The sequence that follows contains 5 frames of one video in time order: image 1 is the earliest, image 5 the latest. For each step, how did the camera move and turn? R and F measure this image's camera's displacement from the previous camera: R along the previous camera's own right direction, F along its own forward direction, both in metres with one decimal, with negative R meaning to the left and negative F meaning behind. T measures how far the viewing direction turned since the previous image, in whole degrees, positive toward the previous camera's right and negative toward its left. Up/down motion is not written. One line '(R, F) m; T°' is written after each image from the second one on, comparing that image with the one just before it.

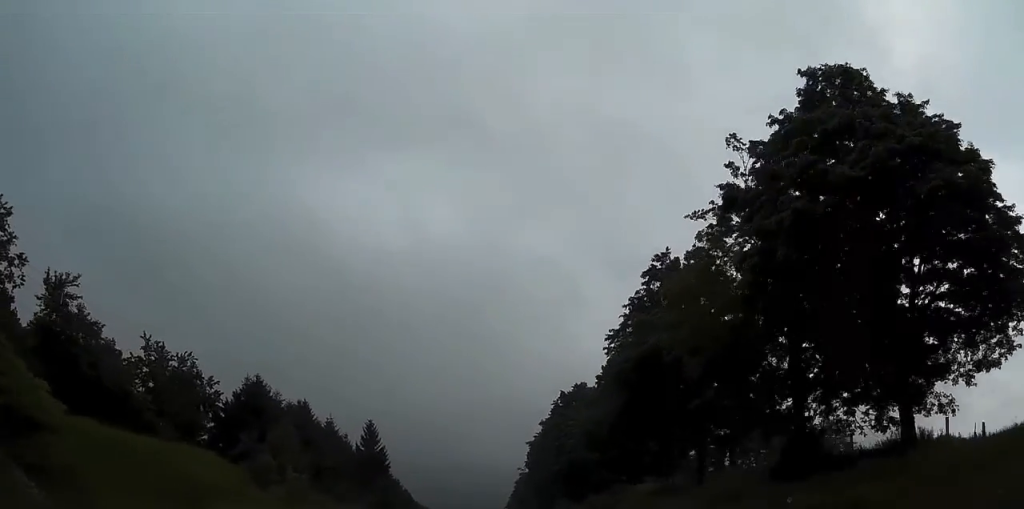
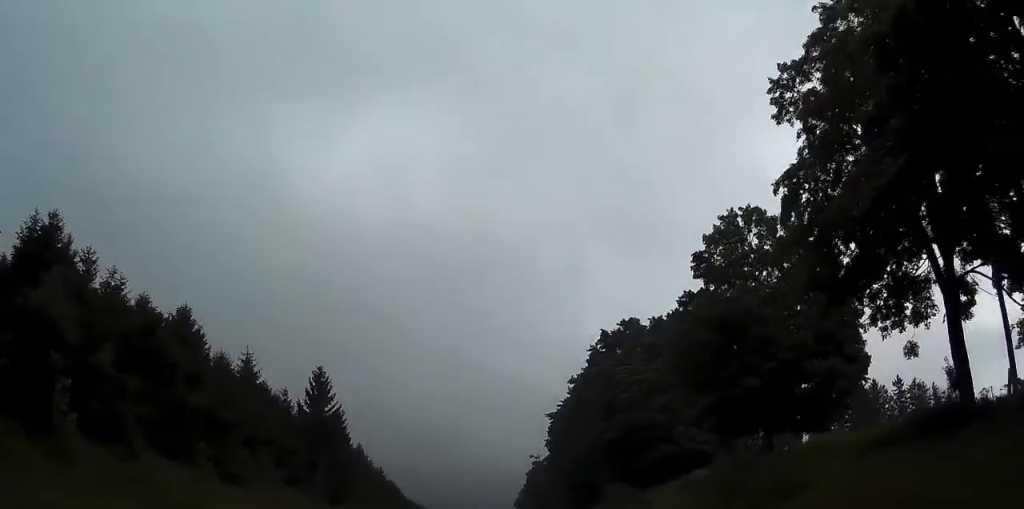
(-0.1, +42.7) m; 0°
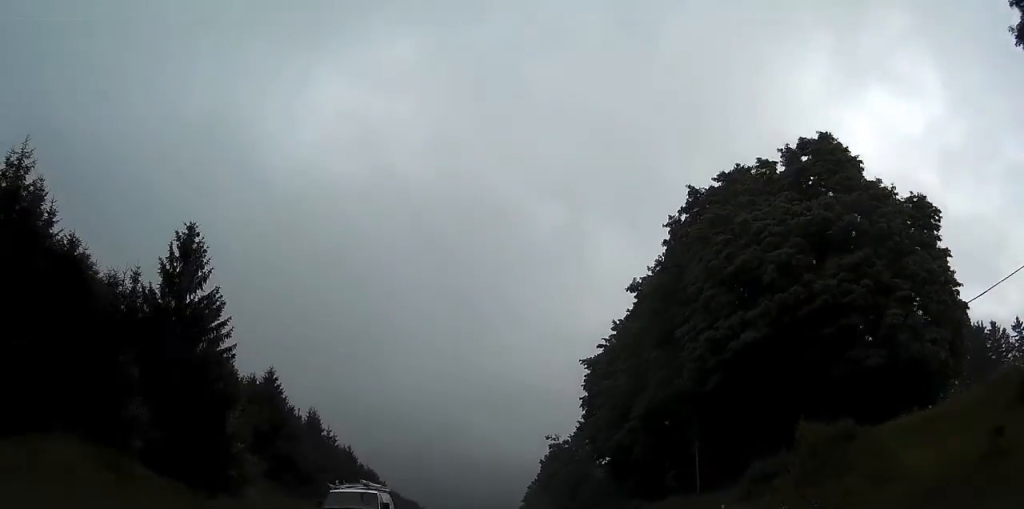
(+0.3, +40.5) m; +1°
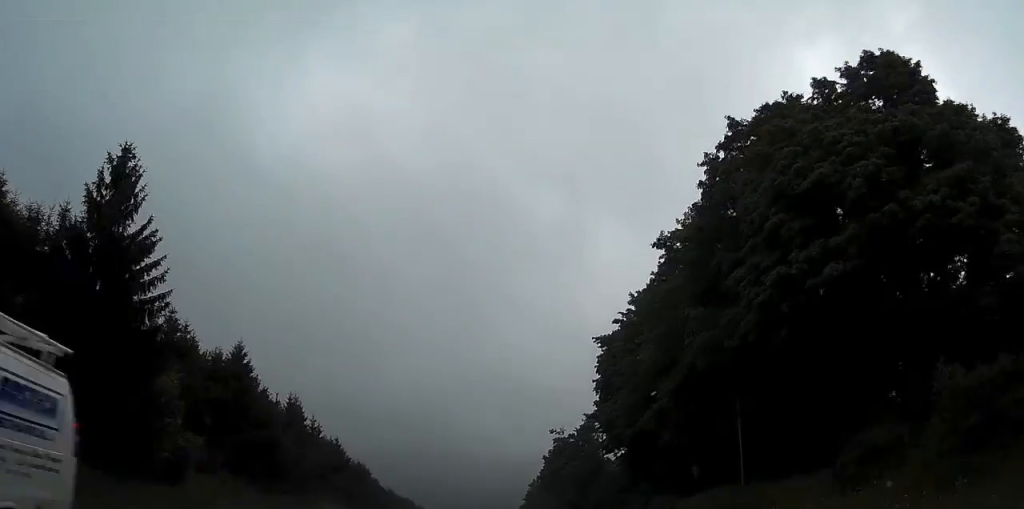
(0.0, +10.1) m; 0°
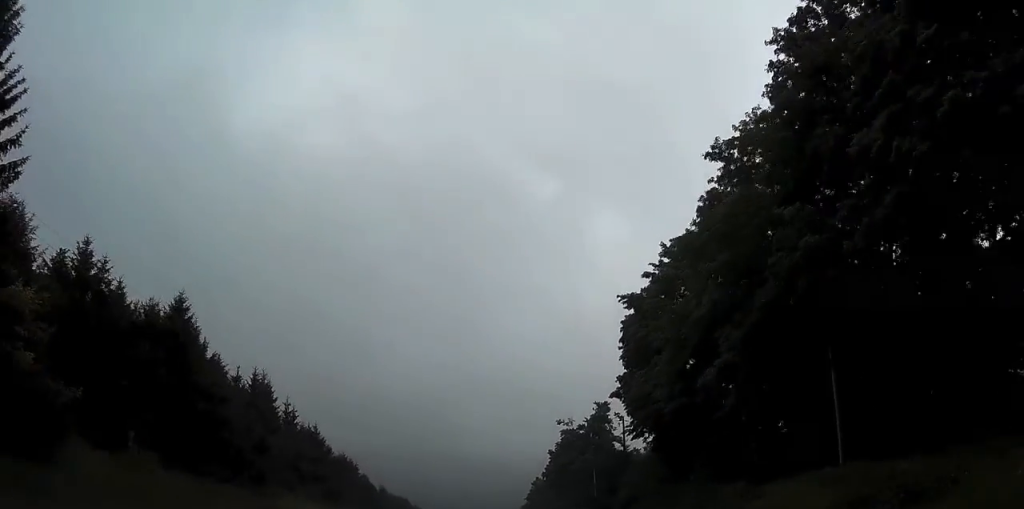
(+0.1, +13.1) m; 0°
